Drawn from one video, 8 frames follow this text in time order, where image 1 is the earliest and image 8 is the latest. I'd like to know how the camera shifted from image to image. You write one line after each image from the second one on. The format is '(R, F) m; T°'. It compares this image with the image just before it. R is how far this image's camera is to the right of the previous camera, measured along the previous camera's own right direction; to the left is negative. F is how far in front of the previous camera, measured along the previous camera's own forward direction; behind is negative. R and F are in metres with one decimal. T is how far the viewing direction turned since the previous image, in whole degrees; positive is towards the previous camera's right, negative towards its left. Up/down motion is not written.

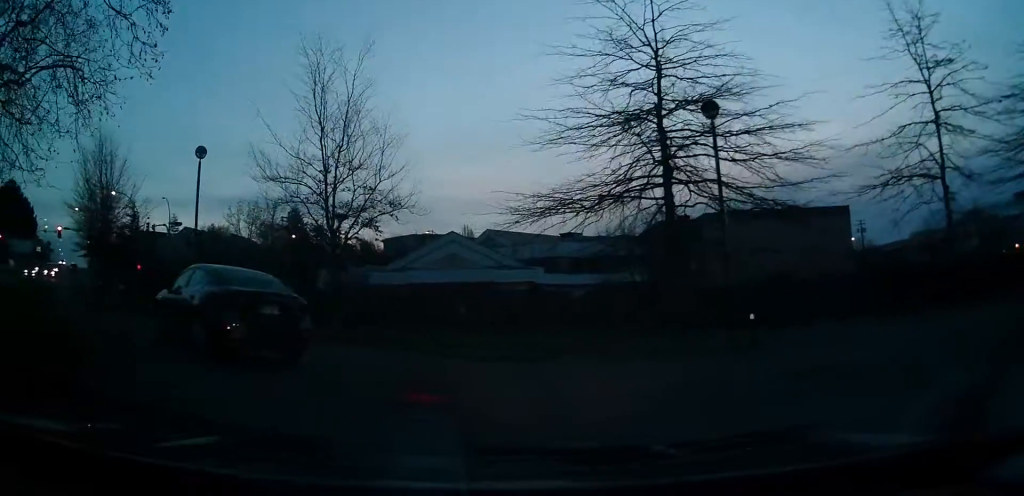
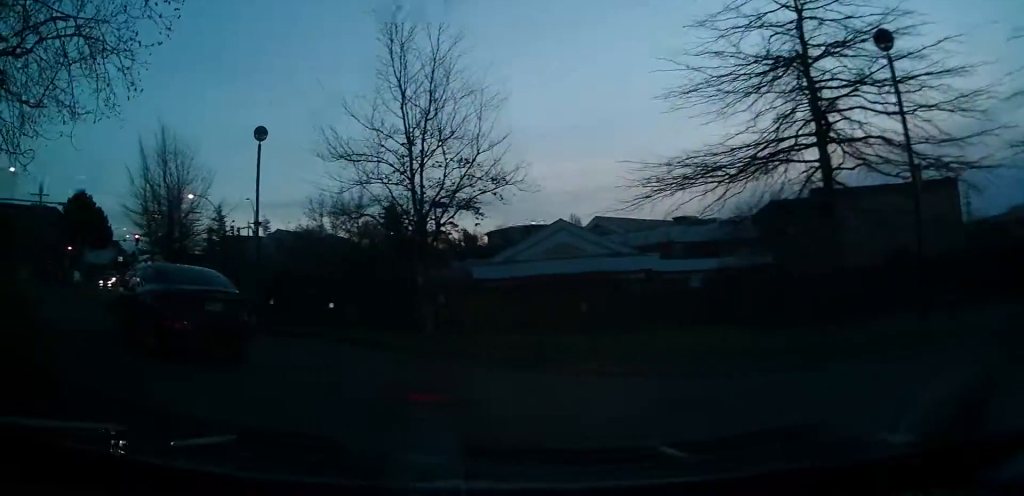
(-0.1, +3.2) m; -7°
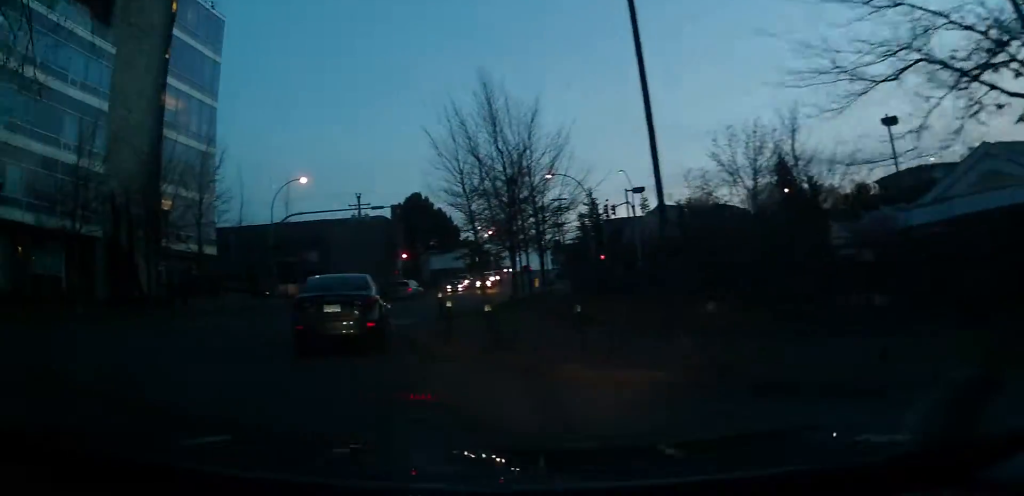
(-1.9, +8.6) m; -25°
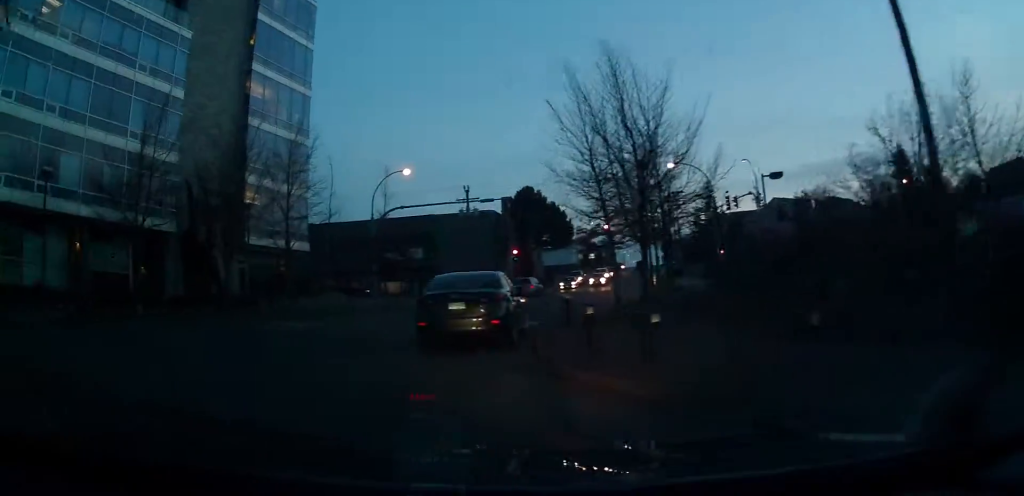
(-0.1, +3.1) m; -7°
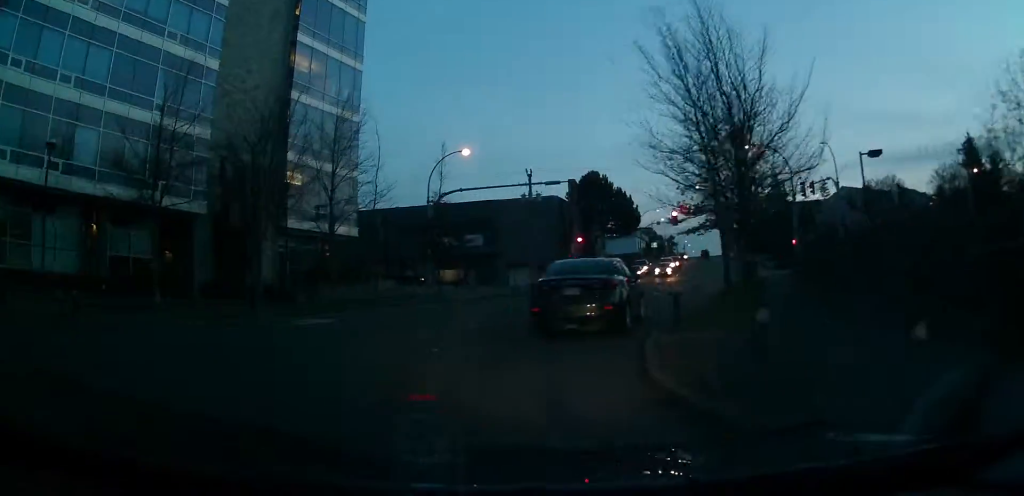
(-0.5, +3.3) m; -5°
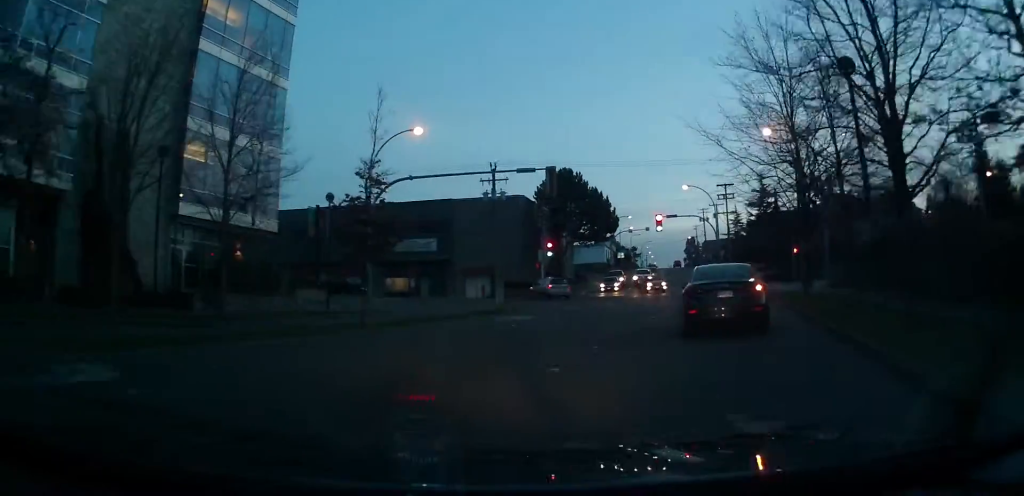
(-0.5, +8.6) m; 0°
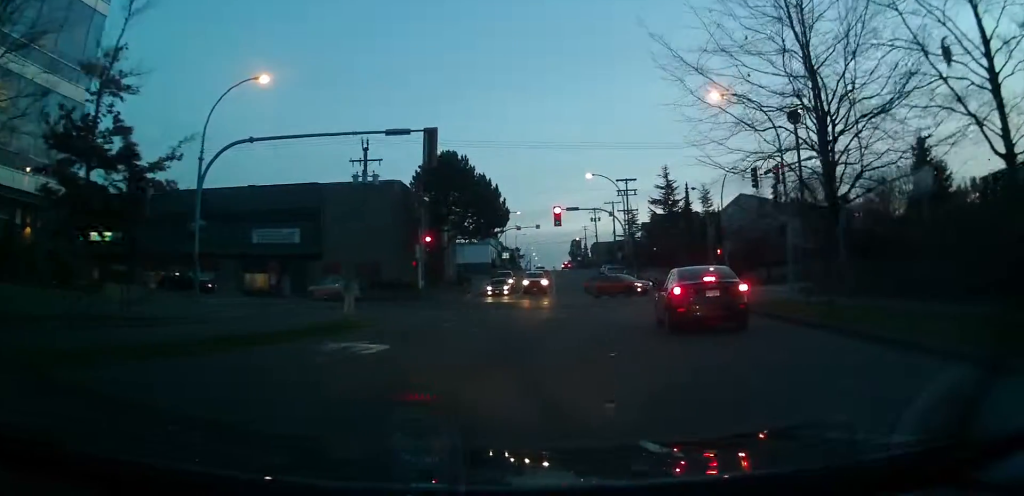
(+0.5, +9.0) m; +8°
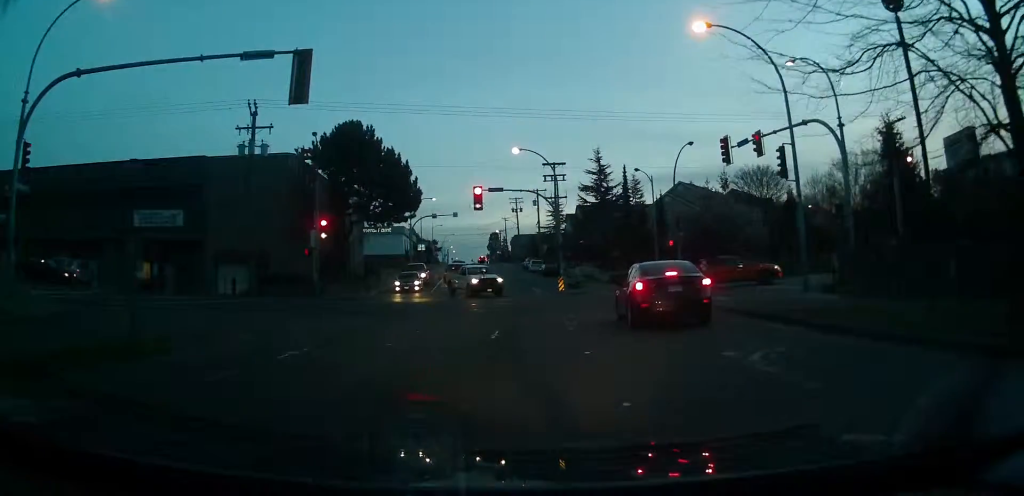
(+0.6, +8.7) m; +4°
